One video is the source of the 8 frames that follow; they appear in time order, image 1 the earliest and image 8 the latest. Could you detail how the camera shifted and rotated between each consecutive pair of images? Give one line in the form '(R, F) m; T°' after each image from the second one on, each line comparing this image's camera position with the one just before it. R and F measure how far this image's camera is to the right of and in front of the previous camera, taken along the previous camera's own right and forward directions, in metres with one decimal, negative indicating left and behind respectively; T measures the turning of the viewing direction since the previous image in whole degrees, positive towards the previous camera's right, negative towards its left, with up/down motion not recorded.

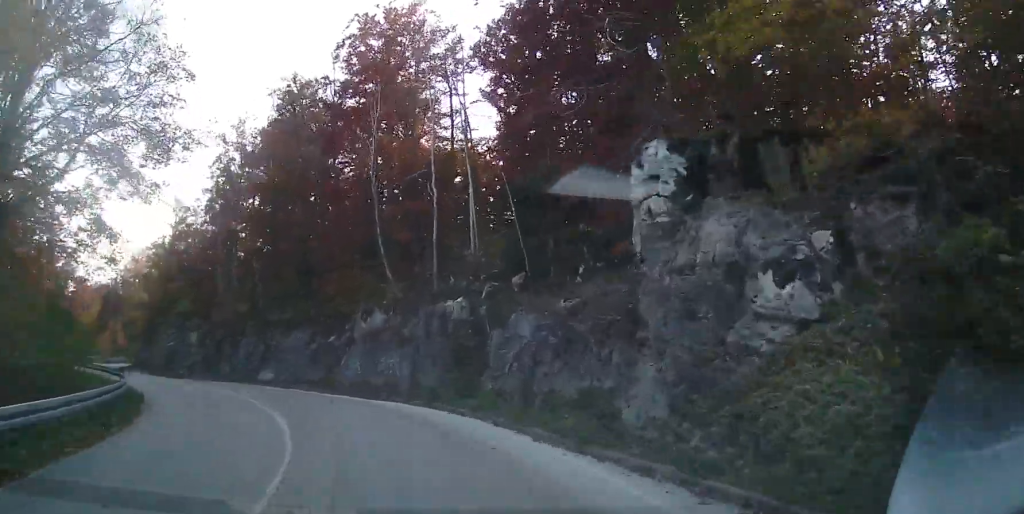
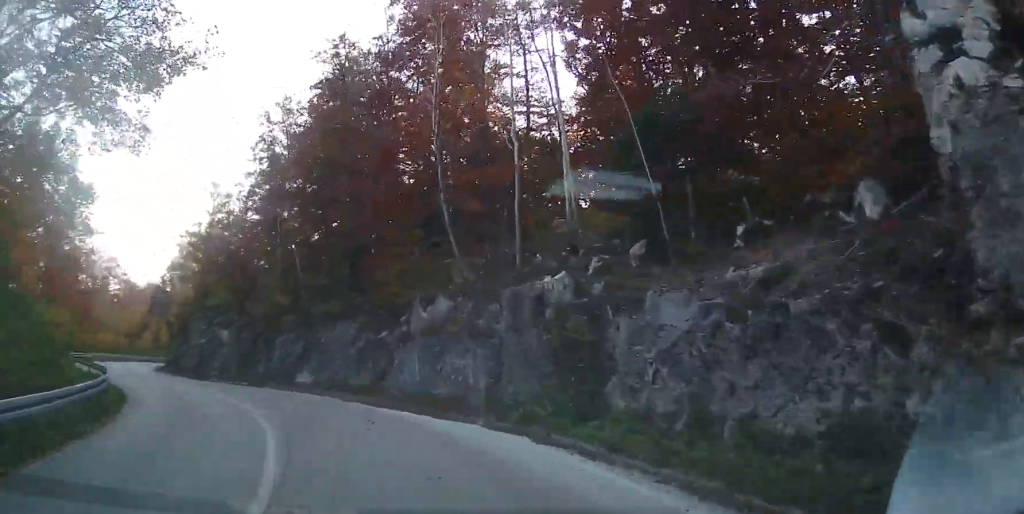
(-0.3, +5.6) m; -8°
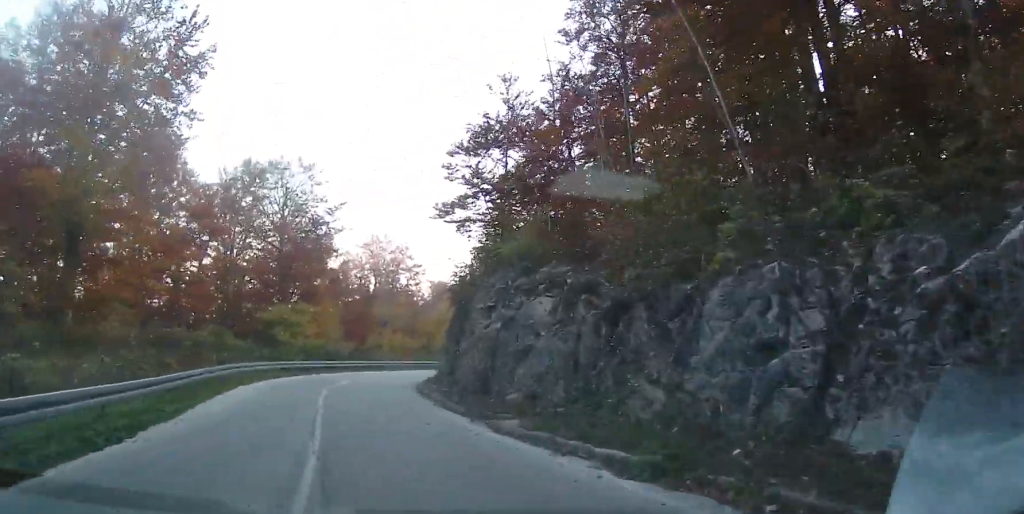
(-5.9, +19.1) m; -28°
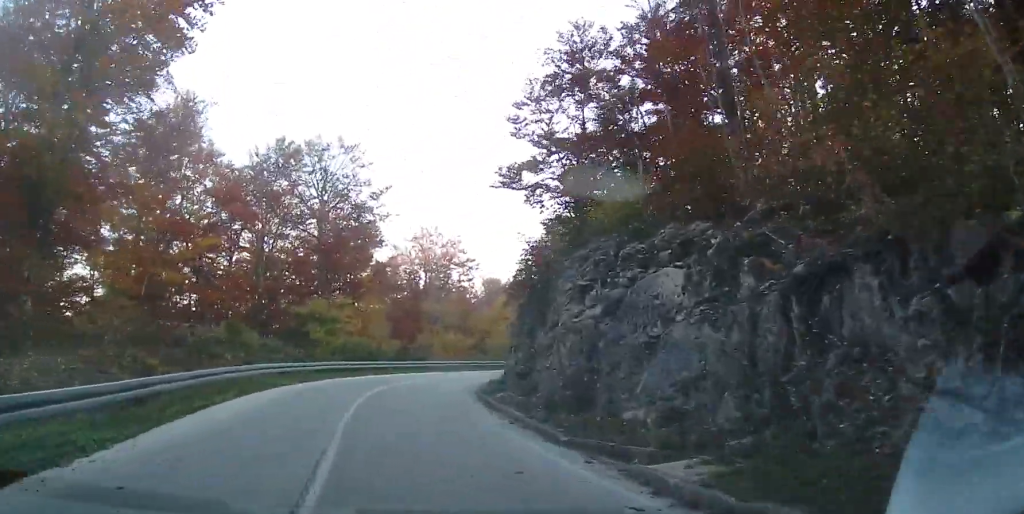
(+0.1, +5.1) m; -2°
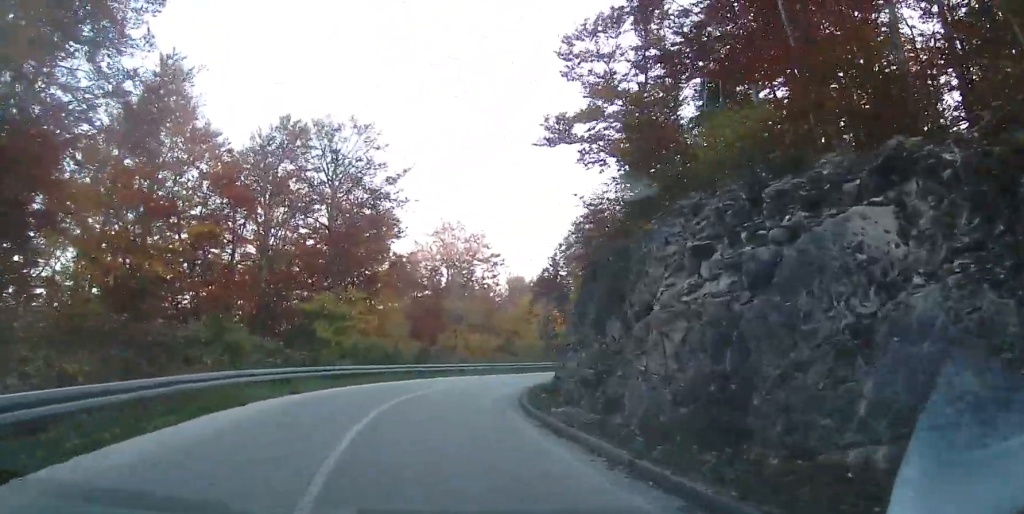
(0.0, +4.8) m; -1°
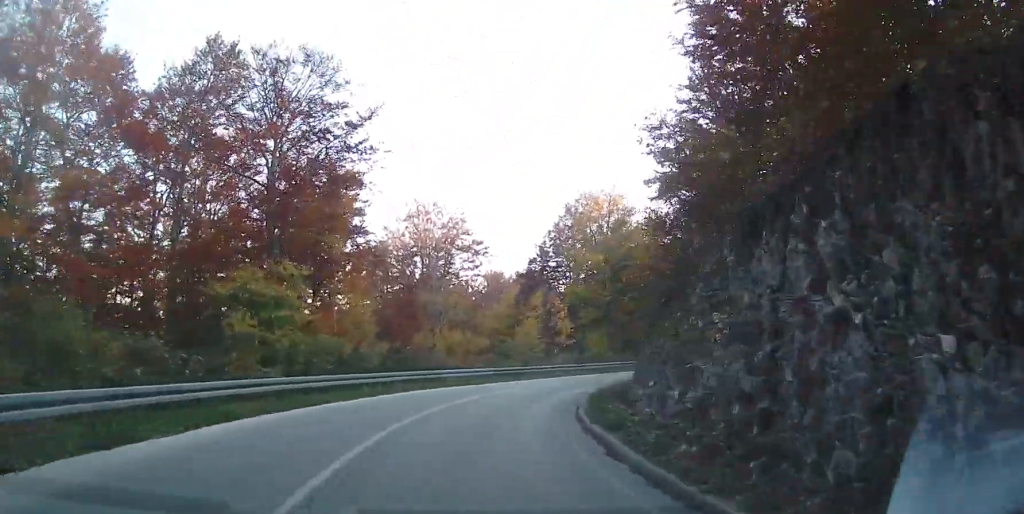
(-0.4, +10.7) m; +2°
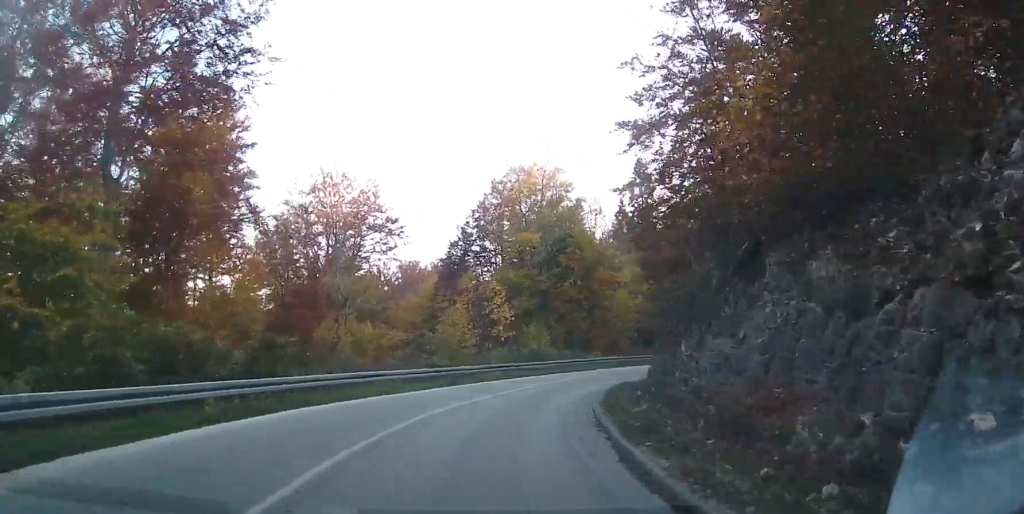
(+0.6, +9.7) m; +7°
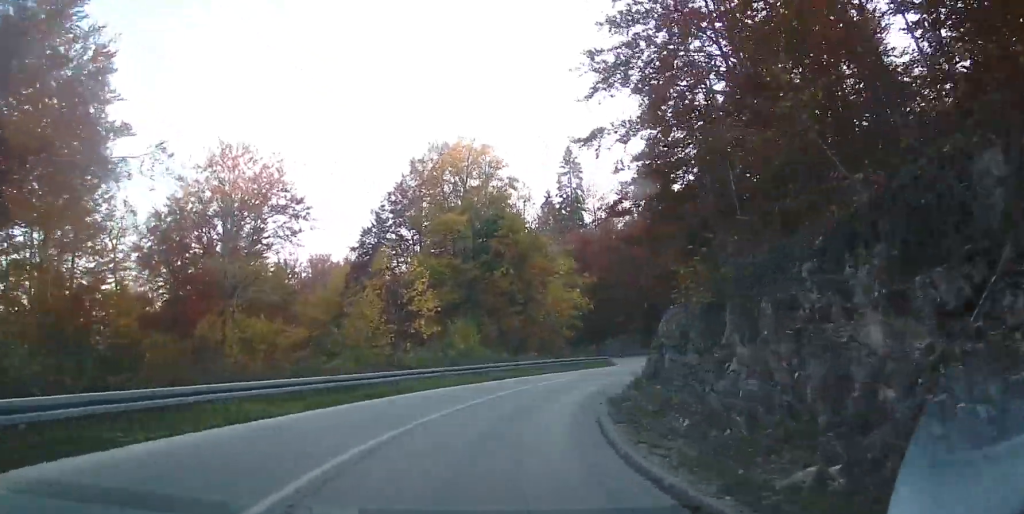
(+0.6, +7.9) m; +7°
